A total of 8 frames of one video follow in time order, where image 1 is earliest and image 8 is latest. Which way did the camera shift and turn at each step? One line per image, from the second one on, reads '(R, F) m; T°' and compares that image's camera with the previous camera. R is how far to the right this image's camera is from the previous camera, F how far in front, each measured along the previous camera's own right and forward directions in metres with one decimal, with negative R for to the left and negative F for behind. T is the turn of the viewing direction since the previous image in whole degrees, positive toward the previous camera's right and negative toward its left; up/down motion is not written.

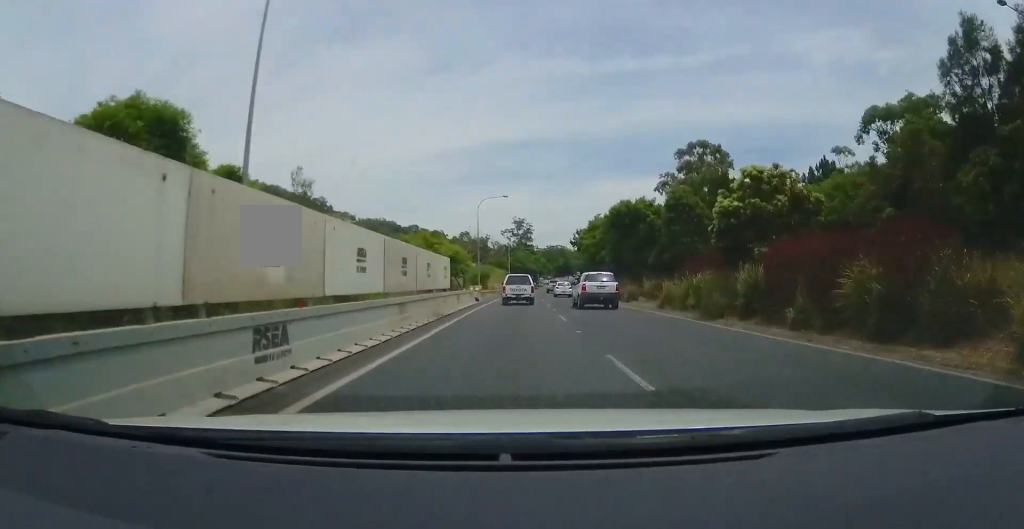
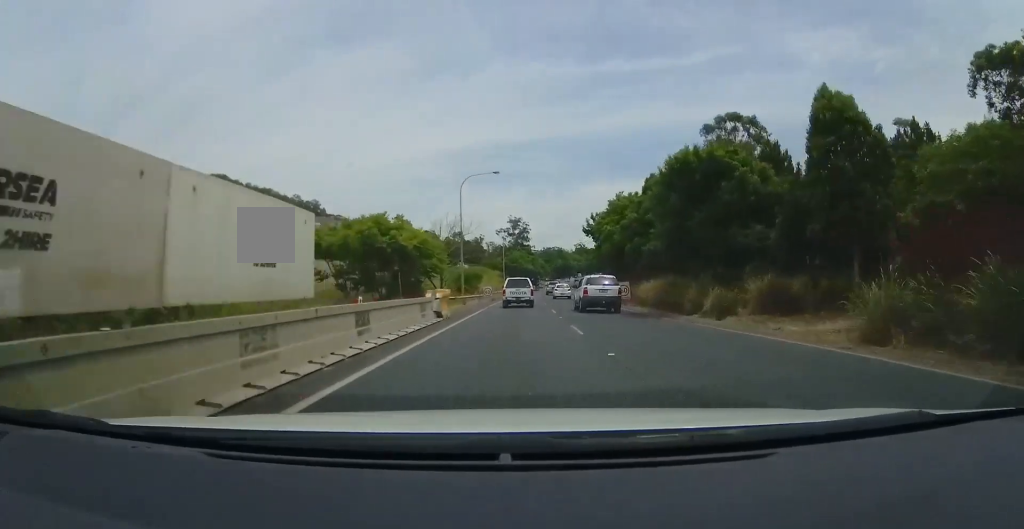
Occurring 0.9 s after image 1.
(+0.7, +15.8) m; +2°
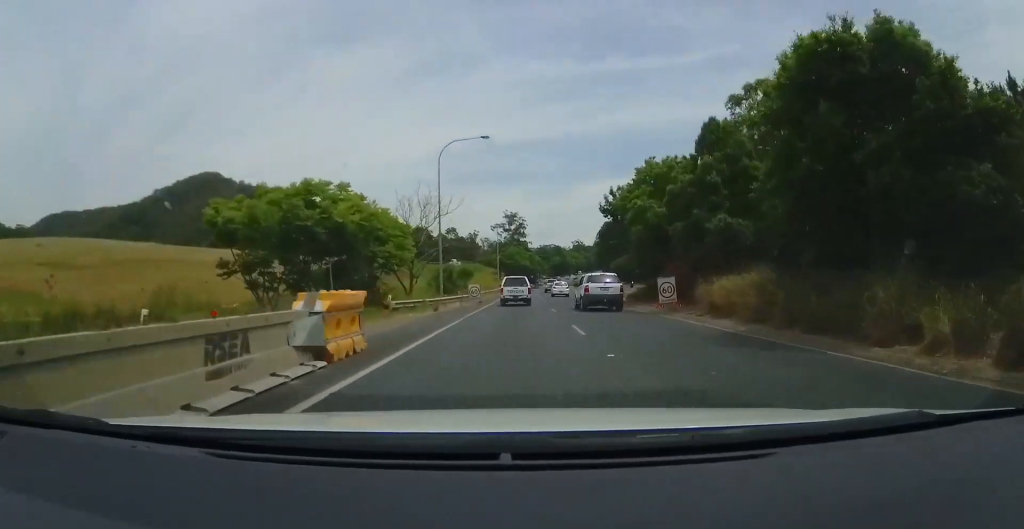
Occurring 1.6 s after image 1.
(0.0, +12.3) m; -1°
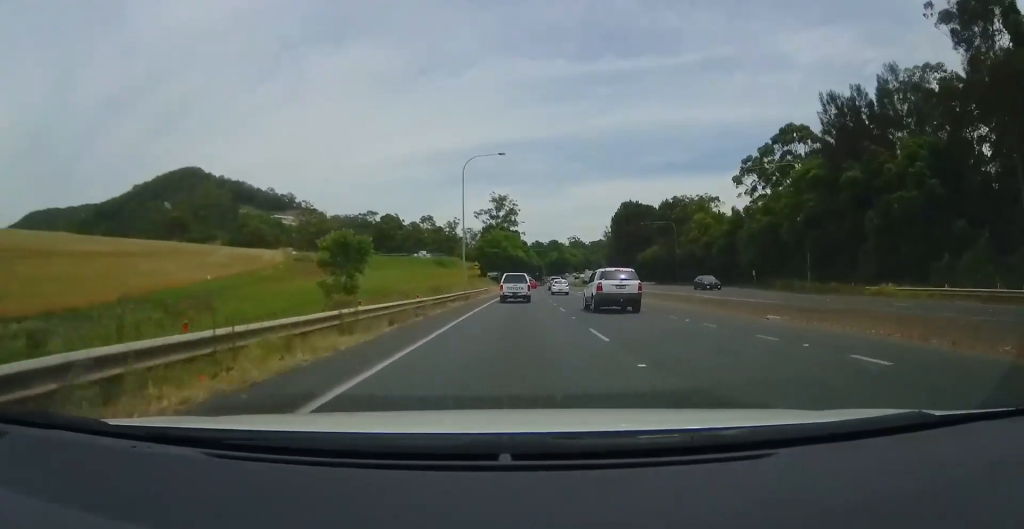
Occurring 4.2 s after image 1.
(-1.2, +49.2) m; -2°
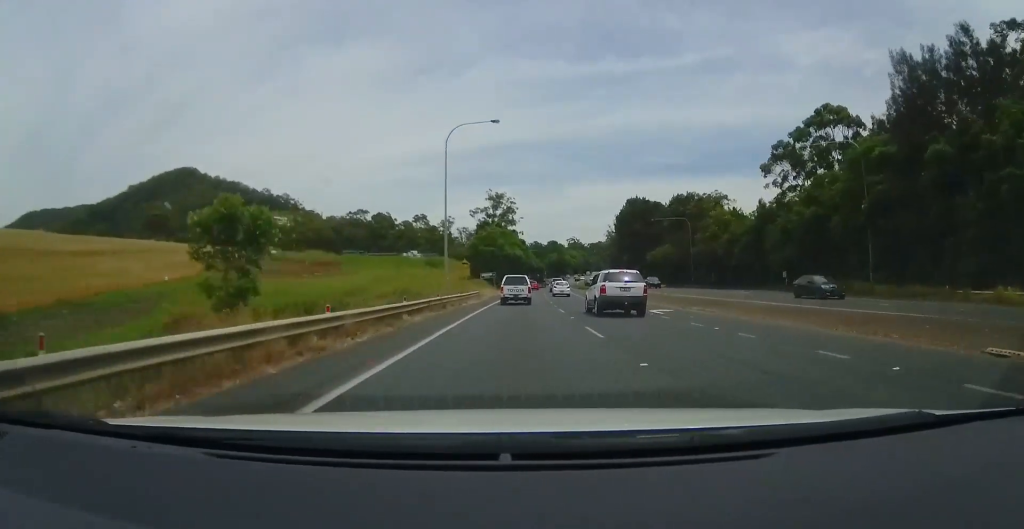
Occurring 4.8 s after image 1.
(-0.2, +10.5) m; +1°
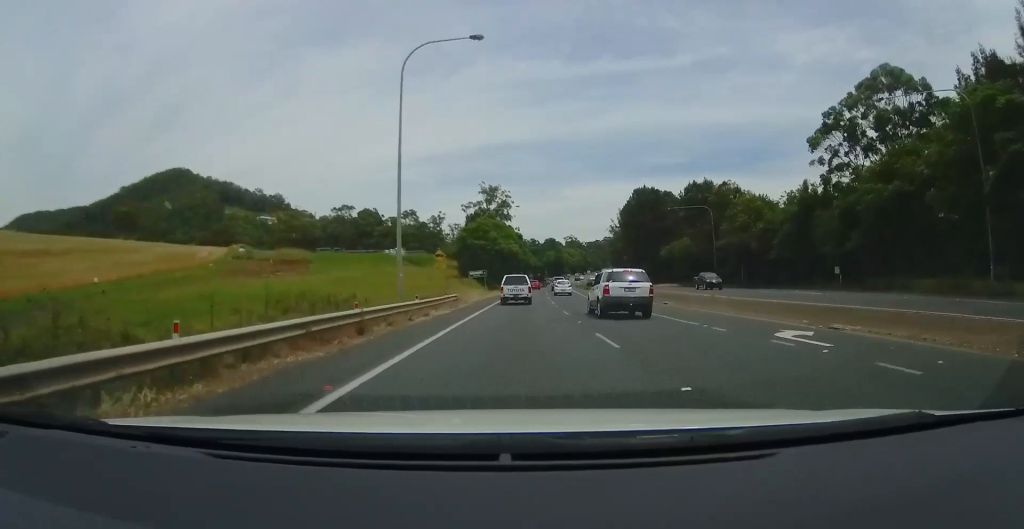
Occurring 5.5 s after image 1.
(0.0, +13.4) m; +1°
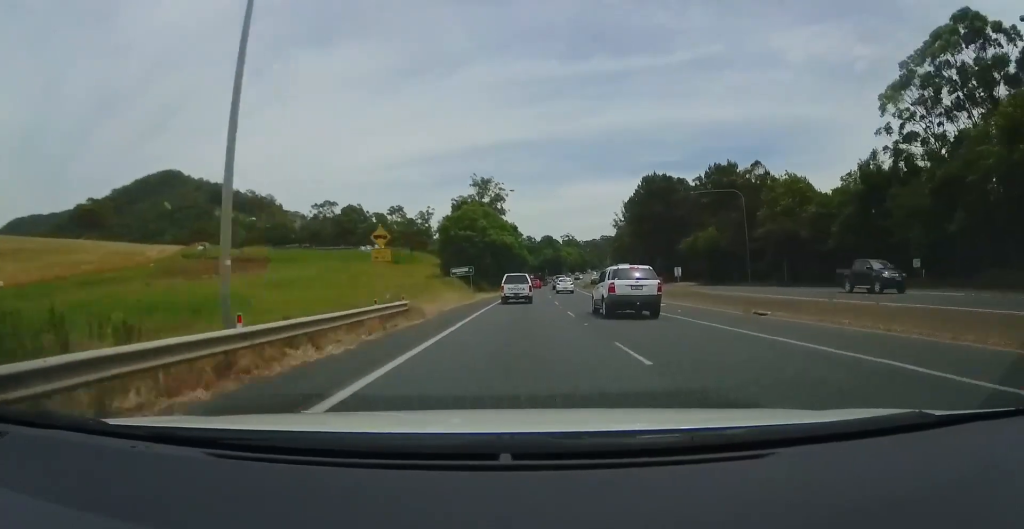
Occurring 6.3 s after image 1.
(+0.4, +14.1) m; +1°
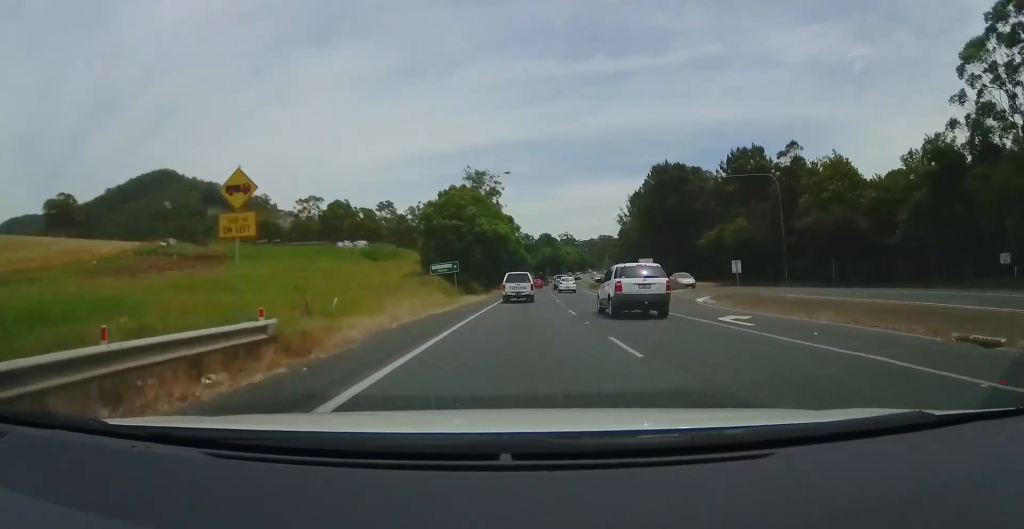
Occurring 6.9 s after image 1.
(-0.2, +11.2) m; 0°
